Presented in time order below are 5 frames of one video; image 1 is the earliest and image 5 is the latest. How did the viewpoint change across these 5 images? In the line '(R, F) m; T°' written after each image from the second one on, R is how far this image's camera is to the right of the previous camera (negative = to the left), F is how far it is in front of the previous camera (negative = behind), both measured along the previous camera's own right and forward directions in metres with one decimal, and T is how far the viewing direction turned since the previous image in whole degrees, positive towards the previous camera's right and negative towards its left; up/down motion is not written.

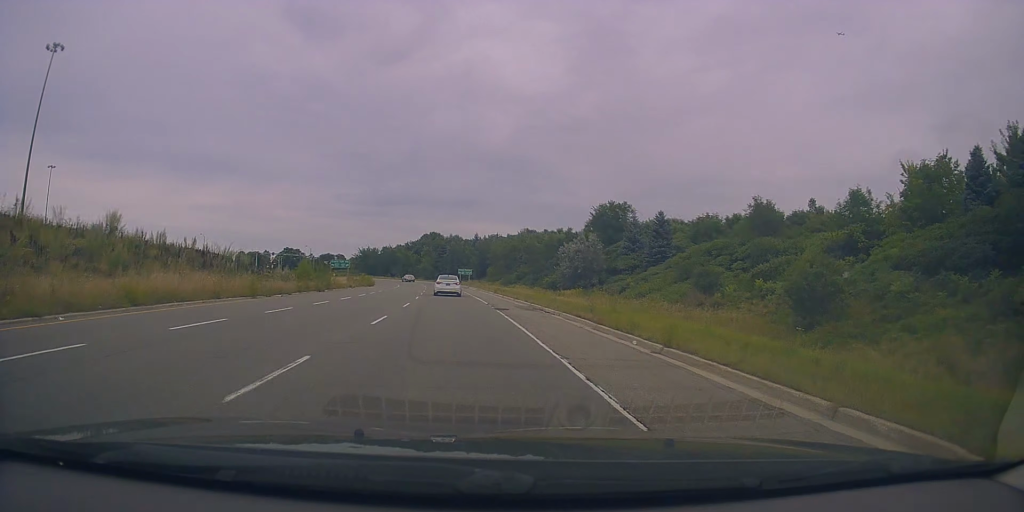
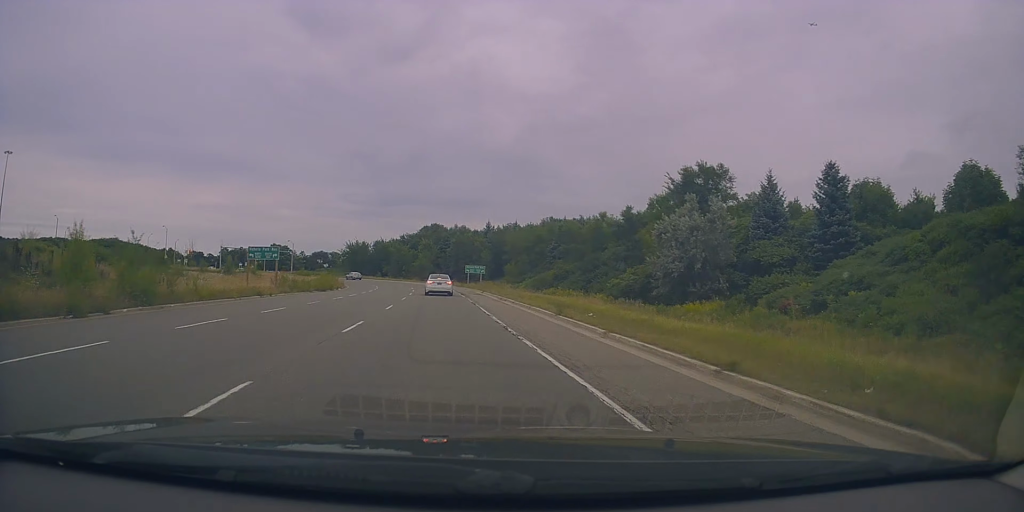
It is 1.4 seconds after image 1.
(0.0, +29.4) m; 0°
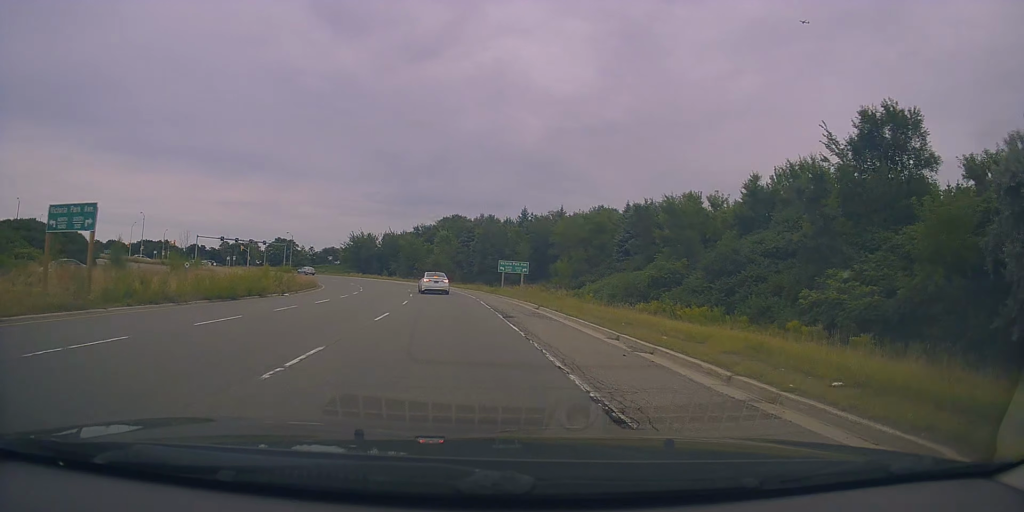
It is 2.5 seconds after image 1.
(-0.1, +24.3) m; -1°
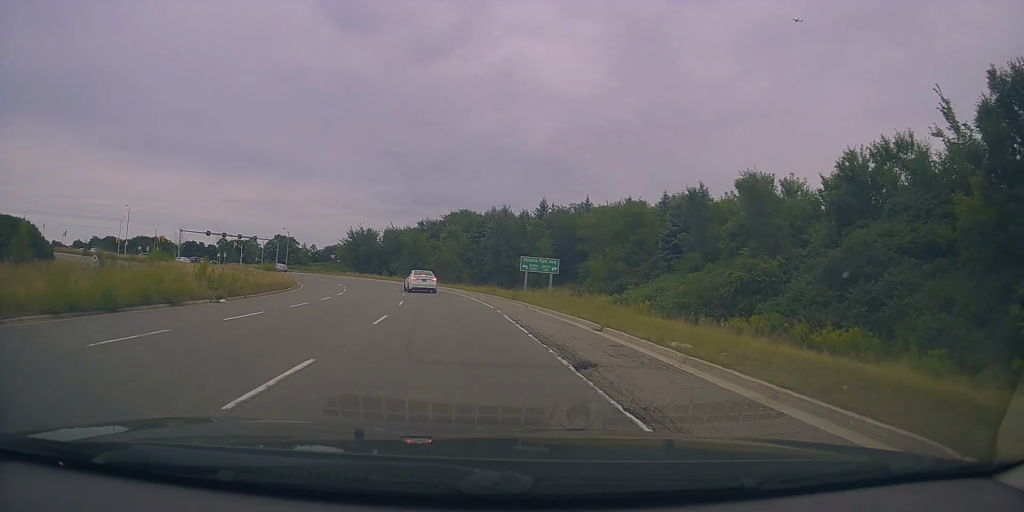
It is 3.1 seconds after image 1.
(-0.1, +10.7) m; -1°
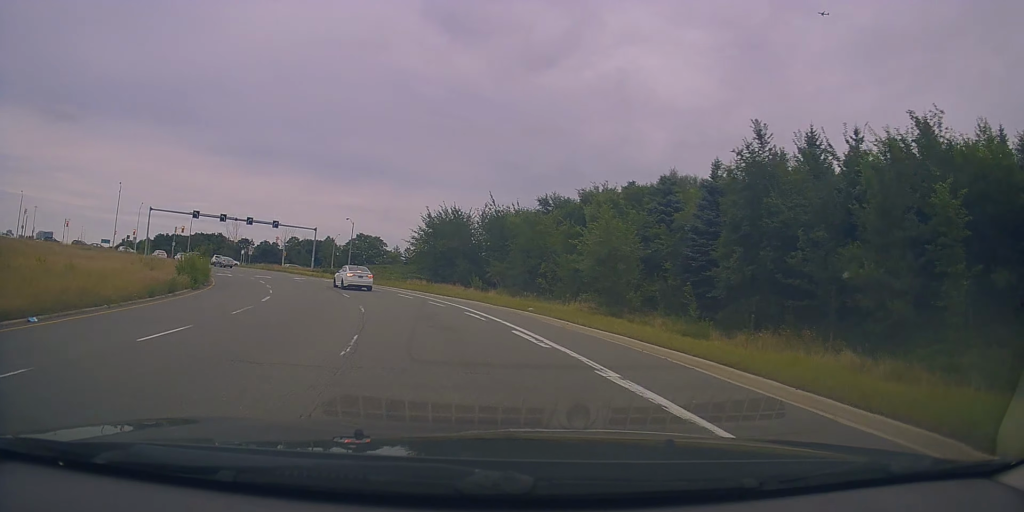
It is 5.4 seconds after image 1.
(-3.4, +42.7) m; -13°
